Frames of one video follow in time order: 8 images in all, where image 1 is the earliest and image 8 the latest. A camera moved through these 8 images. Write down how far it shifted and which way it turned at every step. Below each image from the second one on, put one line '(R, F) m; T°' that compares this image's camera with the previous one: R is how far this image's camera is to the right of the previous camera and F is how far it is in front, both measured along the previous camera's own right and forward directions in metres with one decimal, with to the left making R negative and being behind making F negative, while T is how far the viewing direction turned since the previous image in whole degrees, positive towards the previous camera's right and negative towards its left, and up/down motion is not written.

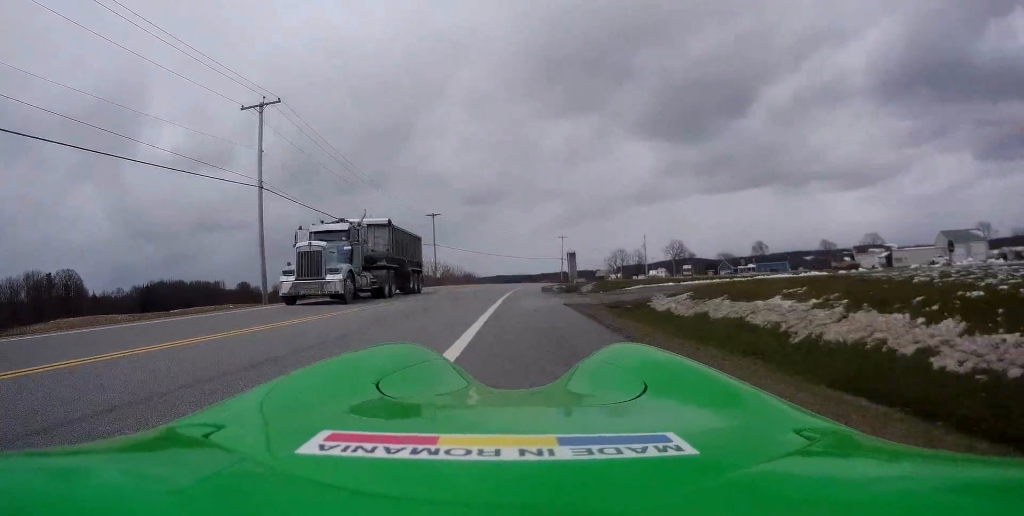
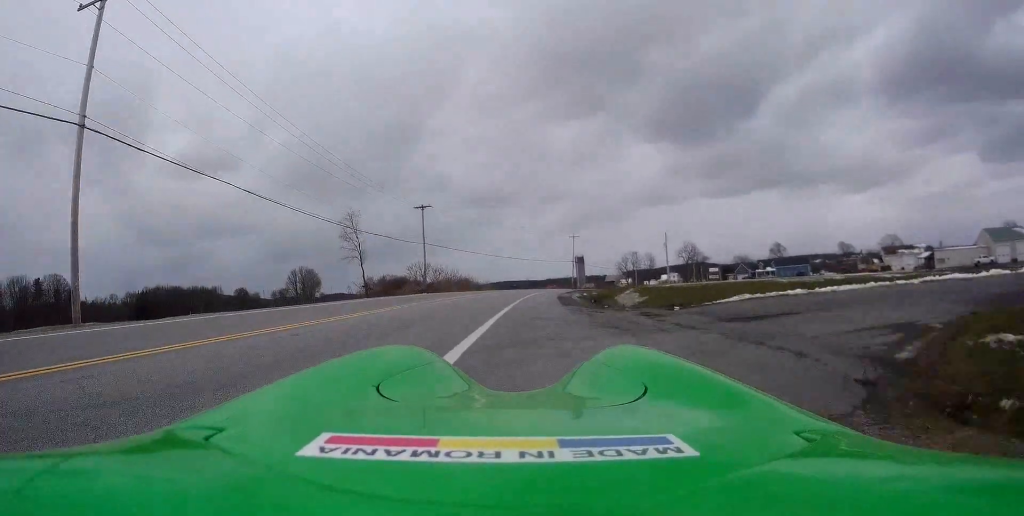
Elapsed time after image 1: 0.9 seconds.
(-0.1, +15.3) m; 0°
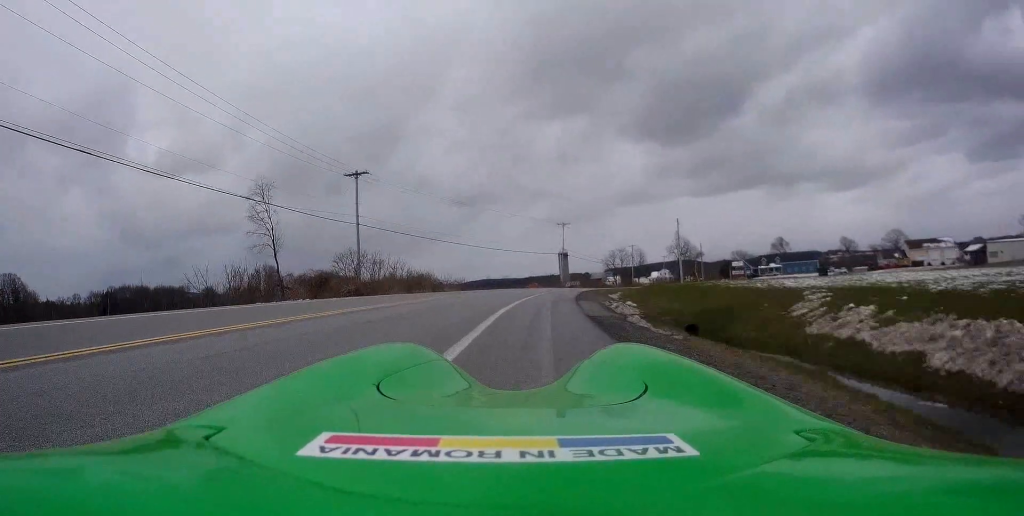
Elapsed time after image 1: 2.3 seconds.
(0.0, +23.6) m; 0°
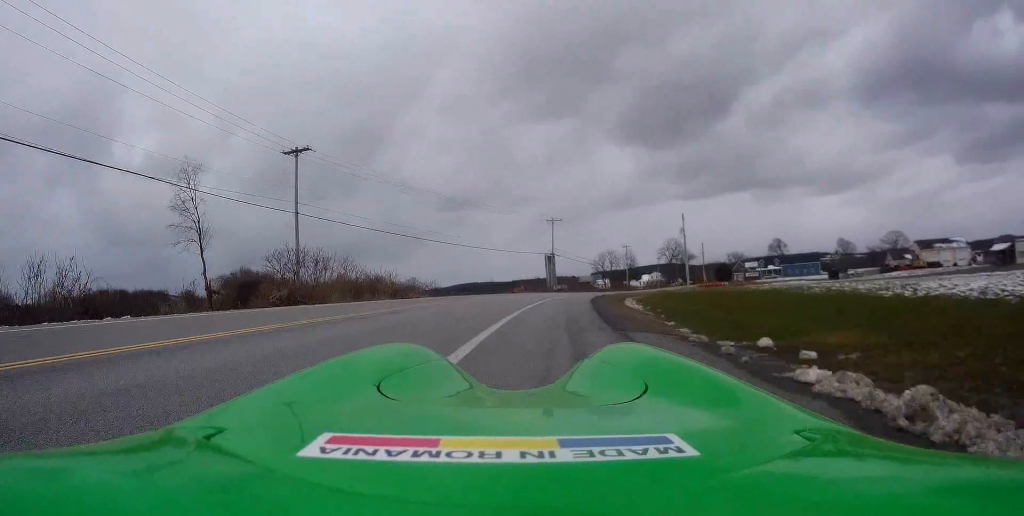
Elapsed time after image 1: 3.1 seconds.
(-0.2, +12.2) m; +2°
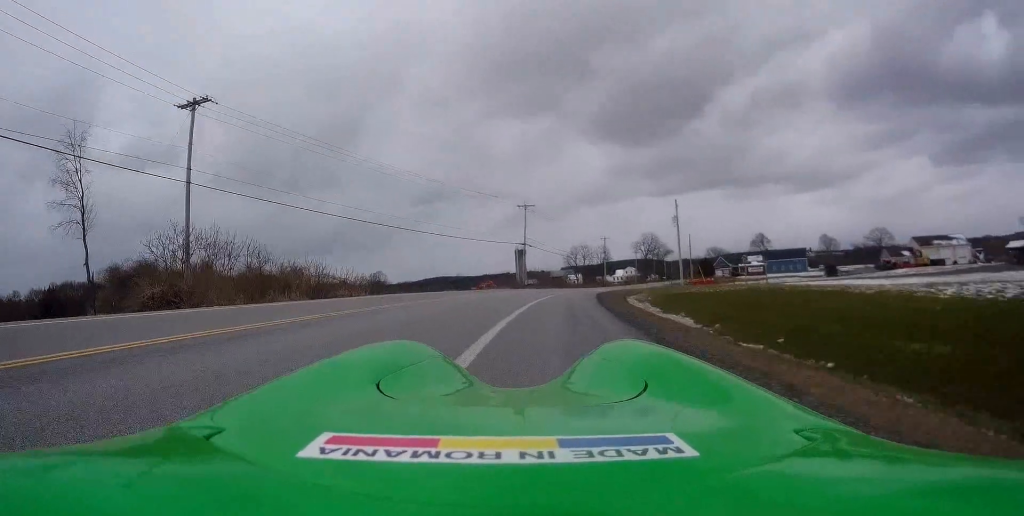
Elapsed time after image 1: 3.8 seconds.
(+0.5, +11.4) m; +3°
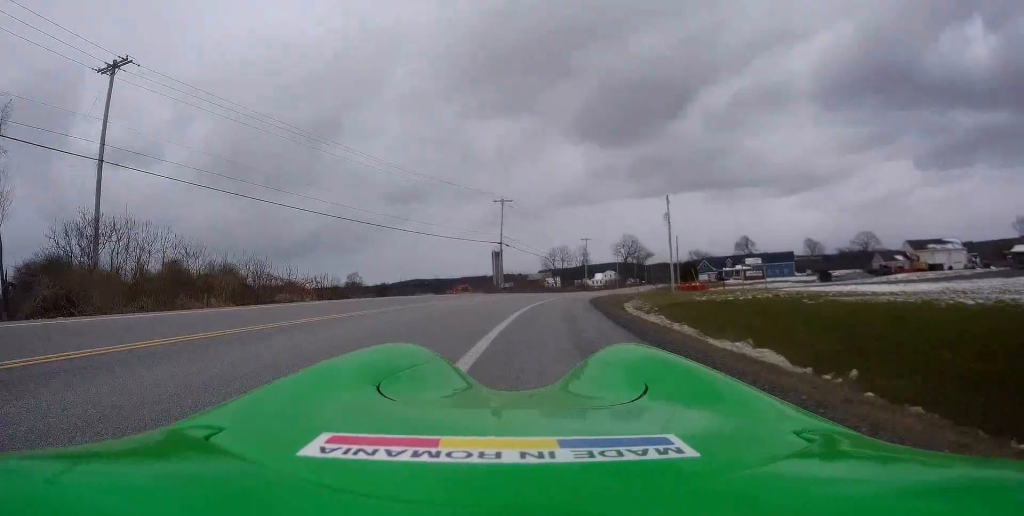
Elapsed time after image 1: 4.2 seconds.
(+0.1, +6.7) m; +2°
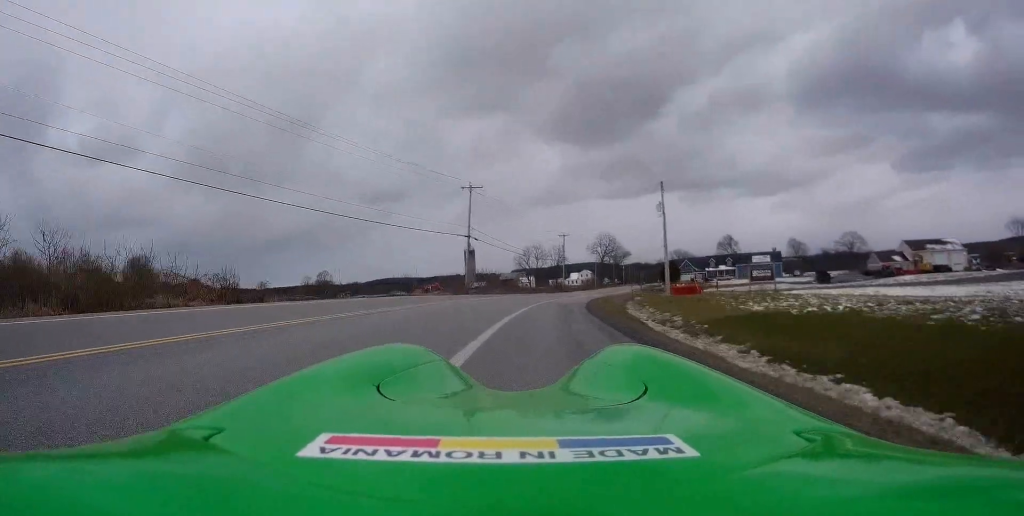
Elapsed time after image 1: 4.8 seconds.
(+0.3, +9.3) m; +2°
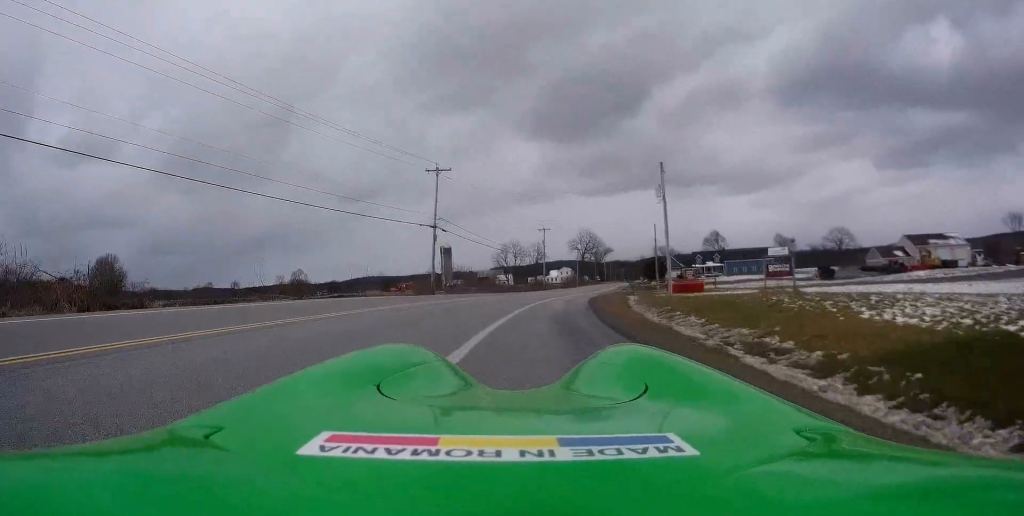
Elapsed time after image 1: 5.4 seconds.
(+0.1, +9.3) m; +2°
